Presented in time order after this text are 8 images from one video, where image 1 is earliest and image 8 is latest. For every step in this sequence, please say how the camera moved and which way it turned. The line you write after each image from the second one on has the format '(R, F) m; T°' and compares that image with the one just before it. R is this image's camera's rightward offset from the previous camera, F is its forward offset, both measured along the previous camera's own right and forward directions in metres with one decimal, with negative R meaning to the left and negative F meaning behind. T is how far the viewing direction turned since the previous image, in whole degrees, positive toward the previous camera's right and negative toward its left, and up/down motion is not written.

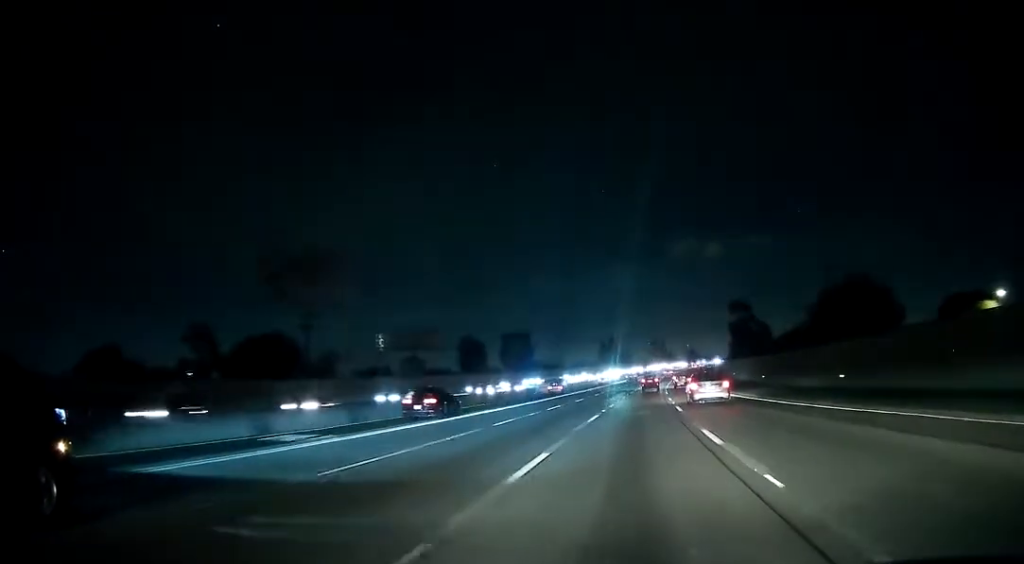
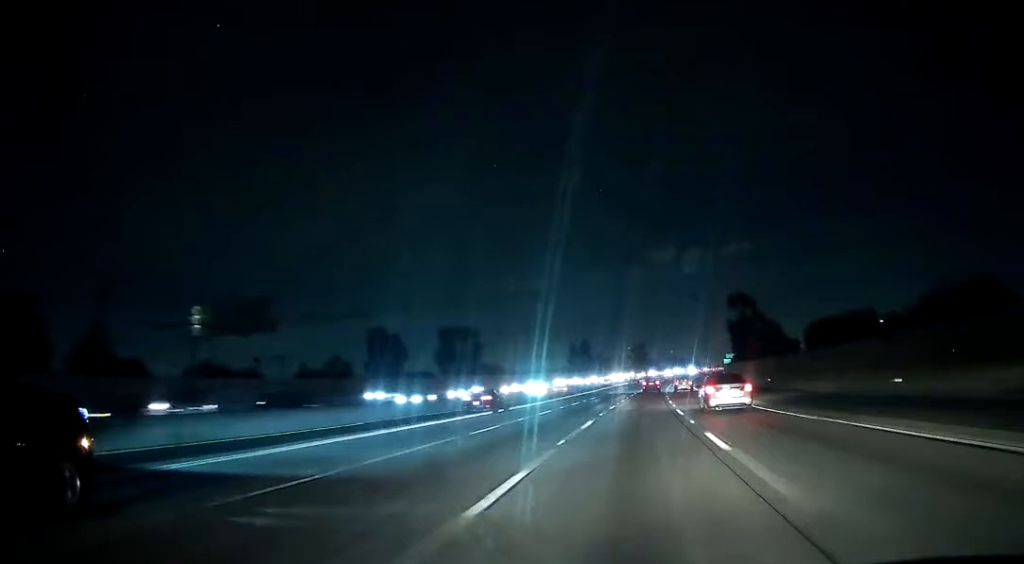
(+1.0, +47.1) m; +2°
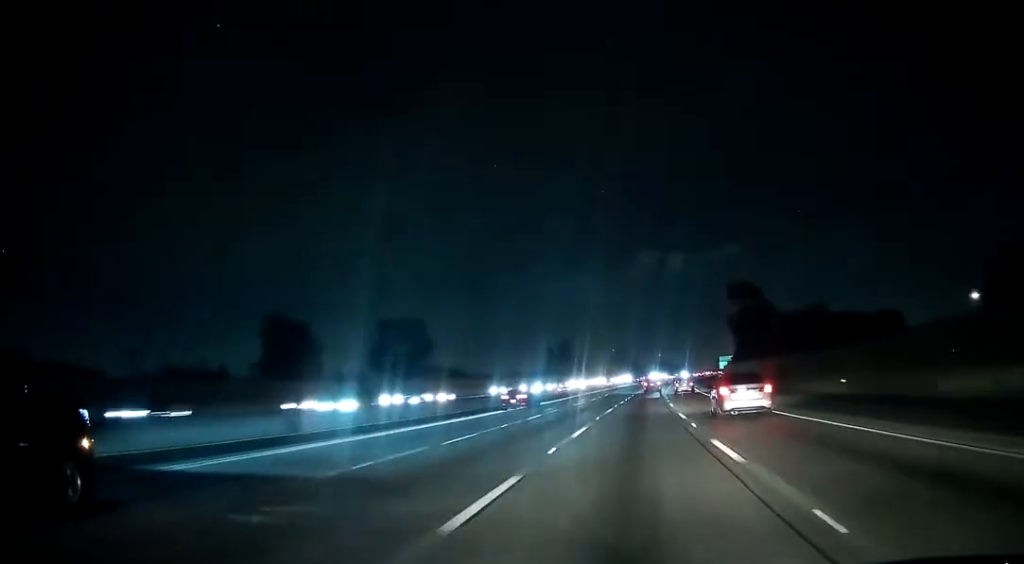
(+0.1, +32.1) m; +1°
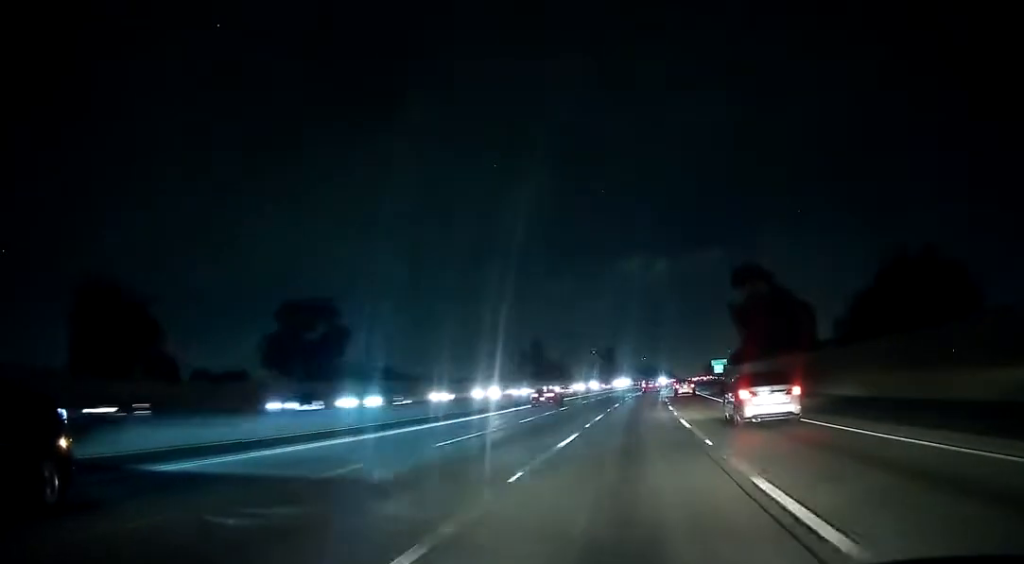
(+0.3, +34.3) m; +2°
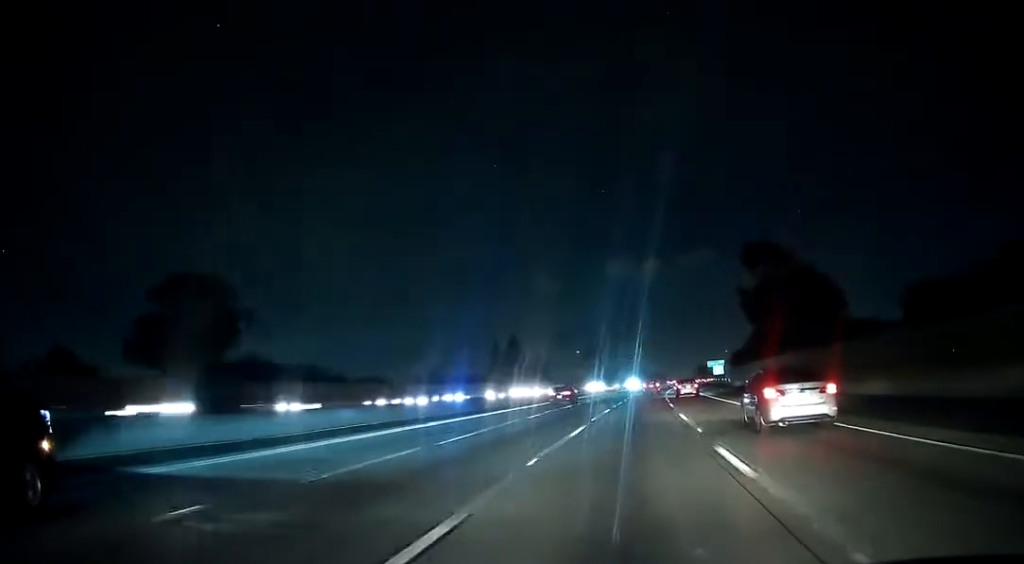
(+0.4, +27.3) m; +1°
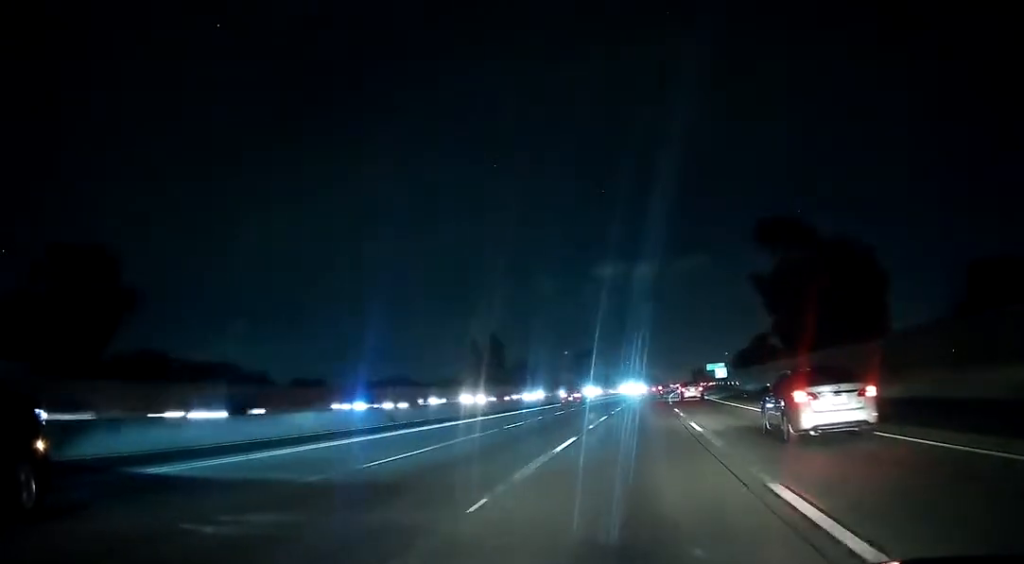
(+0.2, +20.3) m; +1°
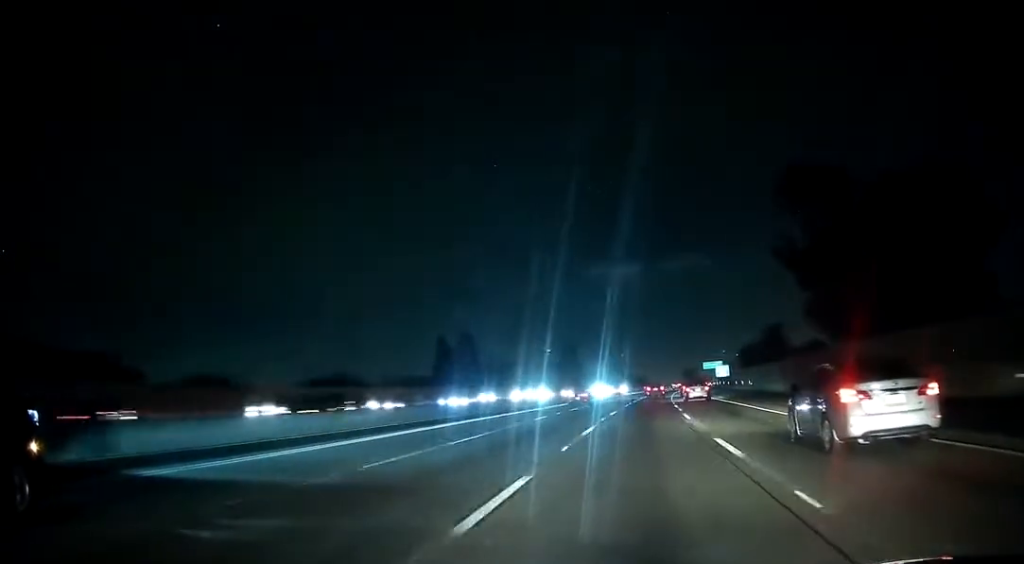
(0.0, +22.4) m; 0°
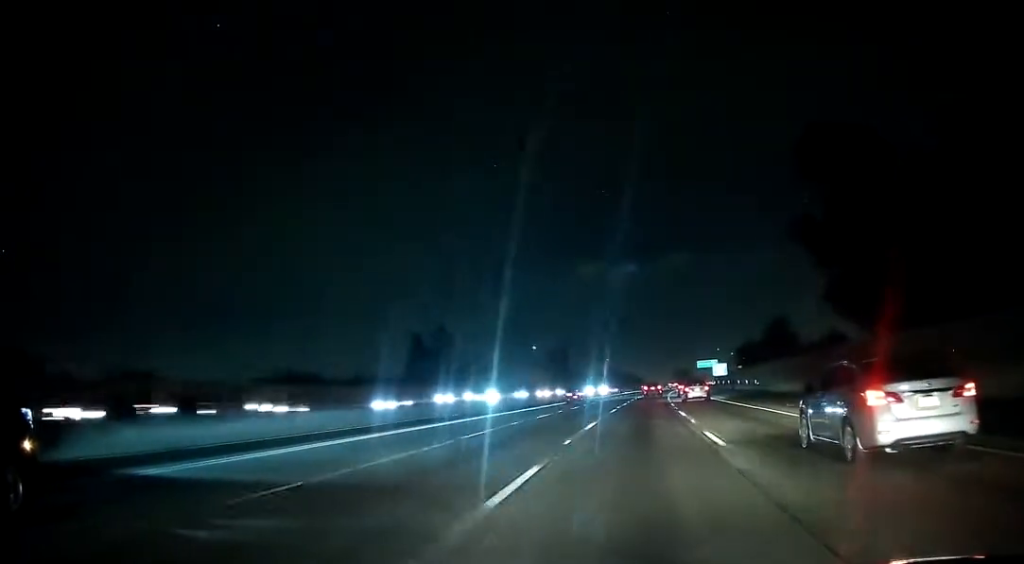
(0.0, +13.3) m; 0°
